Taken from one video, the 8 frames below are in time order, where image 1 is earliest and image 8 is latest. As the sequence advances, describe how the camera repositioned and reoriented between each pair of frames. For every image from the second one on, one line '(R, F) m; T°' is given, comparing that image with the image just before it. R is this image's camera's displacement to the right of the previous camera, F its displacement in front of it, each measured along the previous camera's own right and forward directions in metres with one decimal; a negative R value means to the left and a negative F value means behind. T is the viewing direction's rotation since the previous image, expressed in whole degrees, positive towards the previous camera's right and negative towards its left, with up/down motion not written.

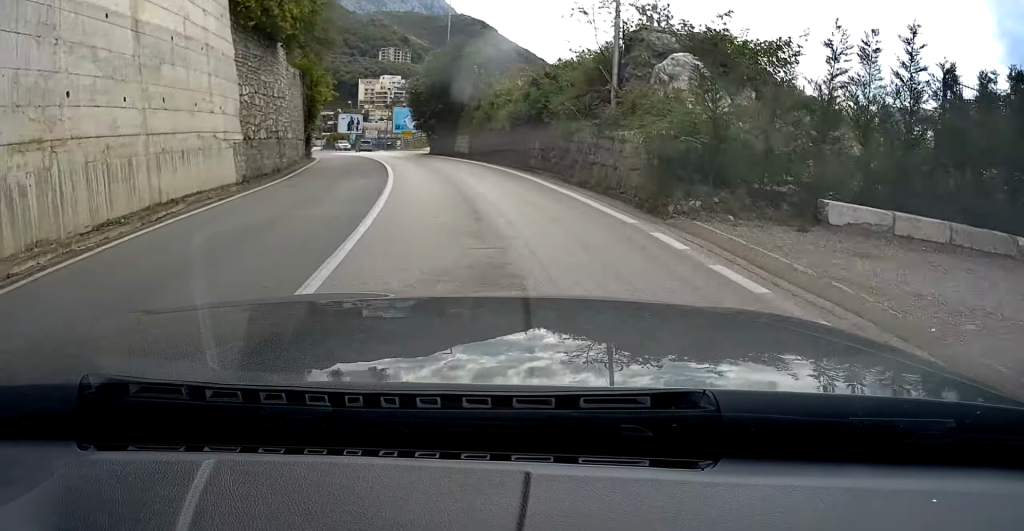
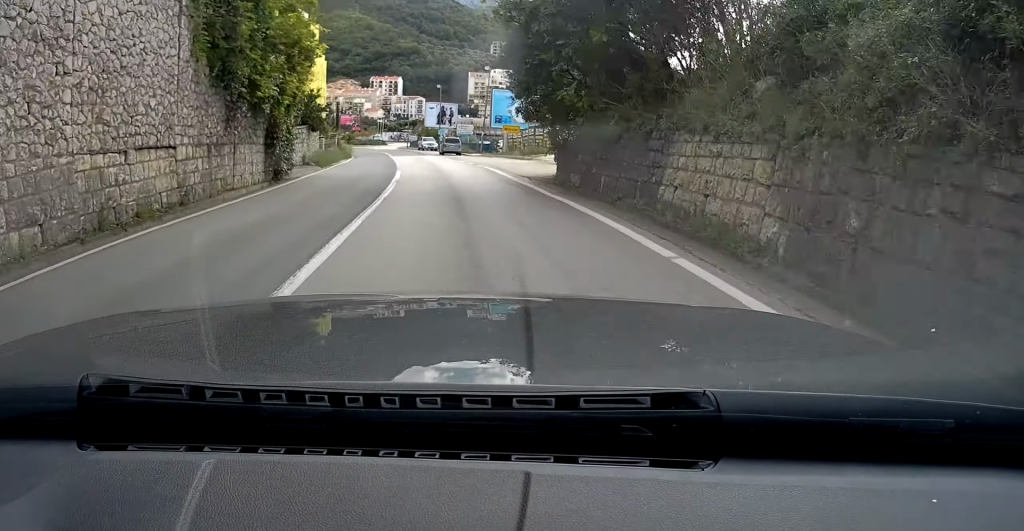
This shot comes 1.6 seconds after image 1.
(-2.6, +27.2) m; -9°
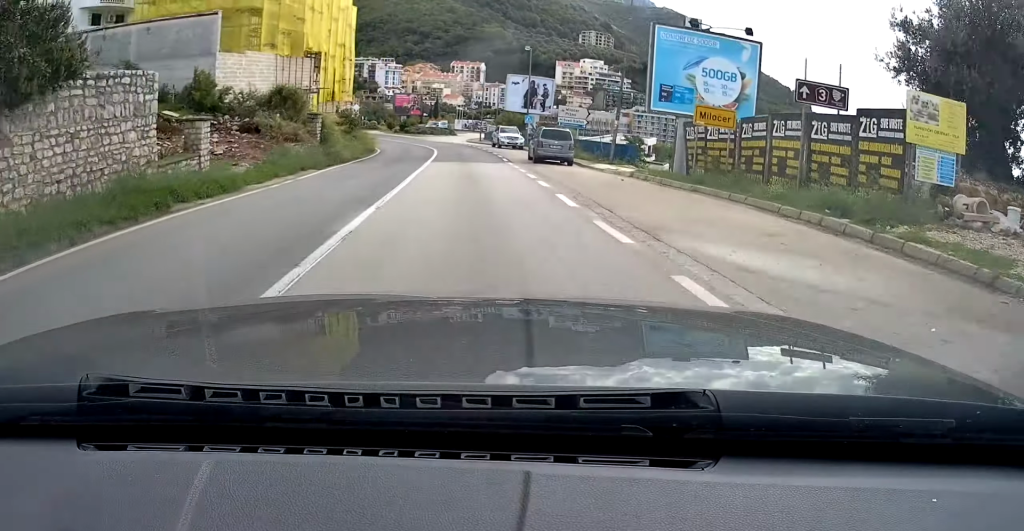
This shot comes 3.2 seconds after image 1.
(-2.2, +29.5) m; -7°
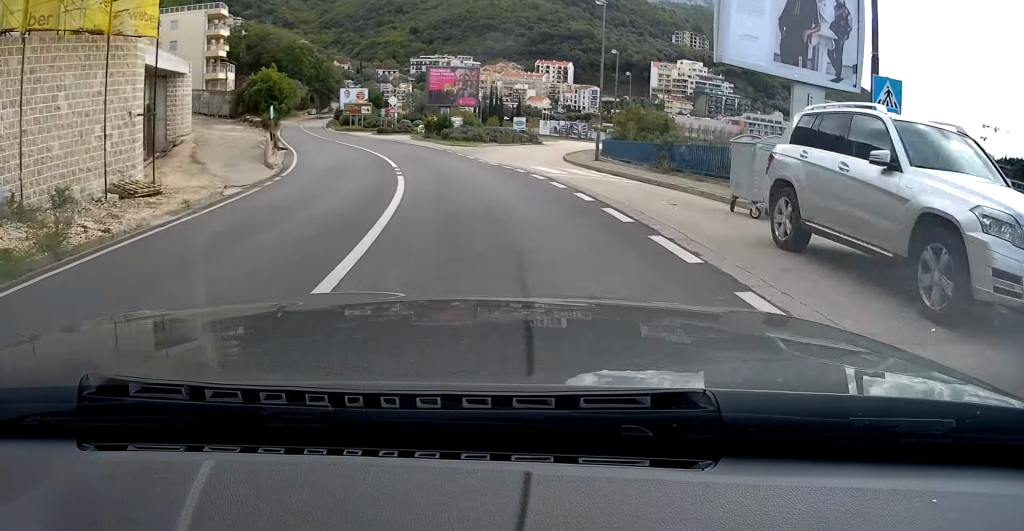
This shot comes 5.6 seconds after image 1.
(-3.4, +43.2) m; -11°
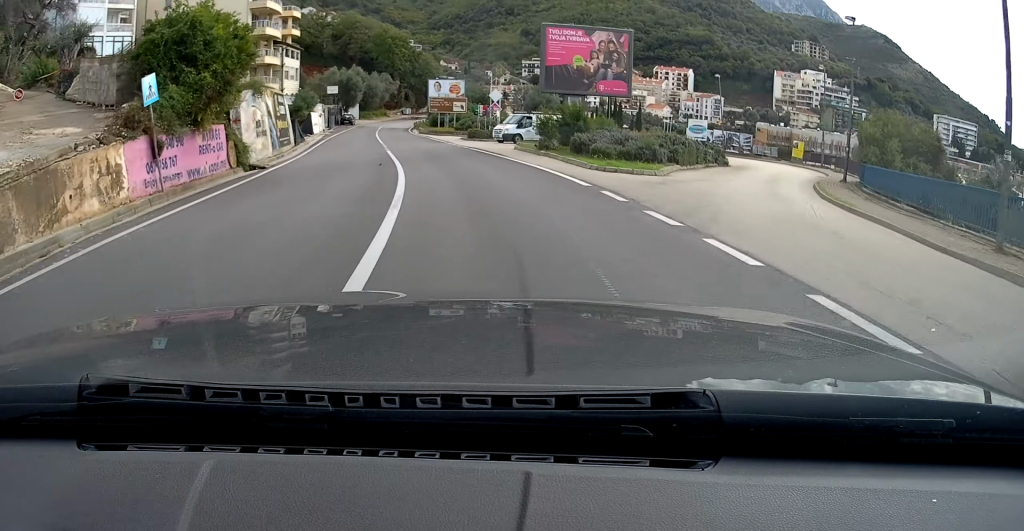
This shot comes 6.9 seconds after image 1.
(-0.6, +22.3) m; -7°
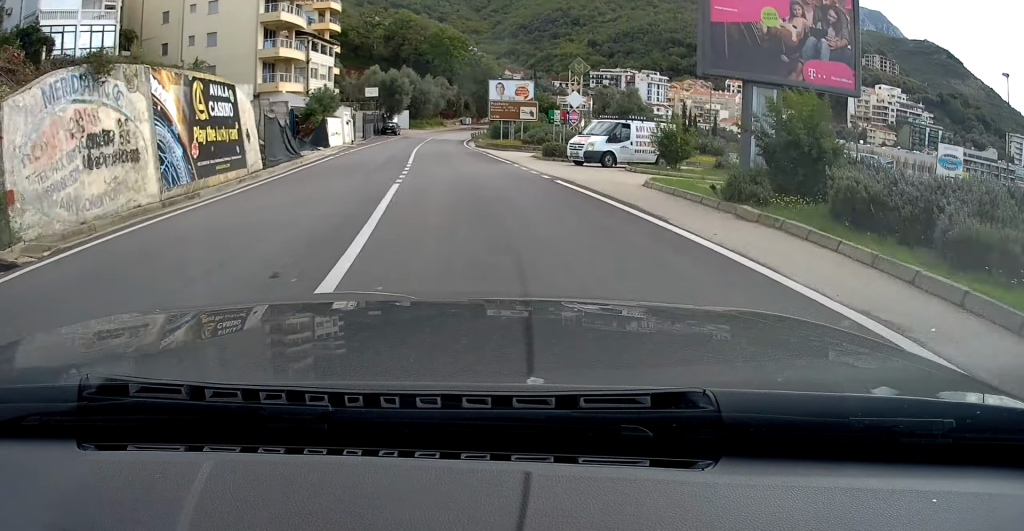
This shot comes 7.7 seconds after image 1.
(-1.6, +15.4) m; -4°
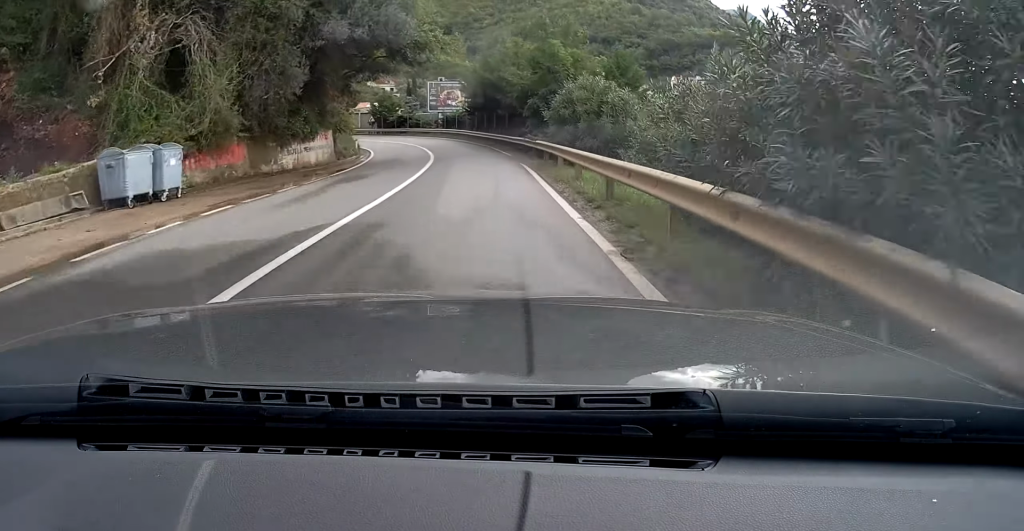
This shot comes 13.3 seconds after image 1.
(-3.9, +104.1) m; +3°
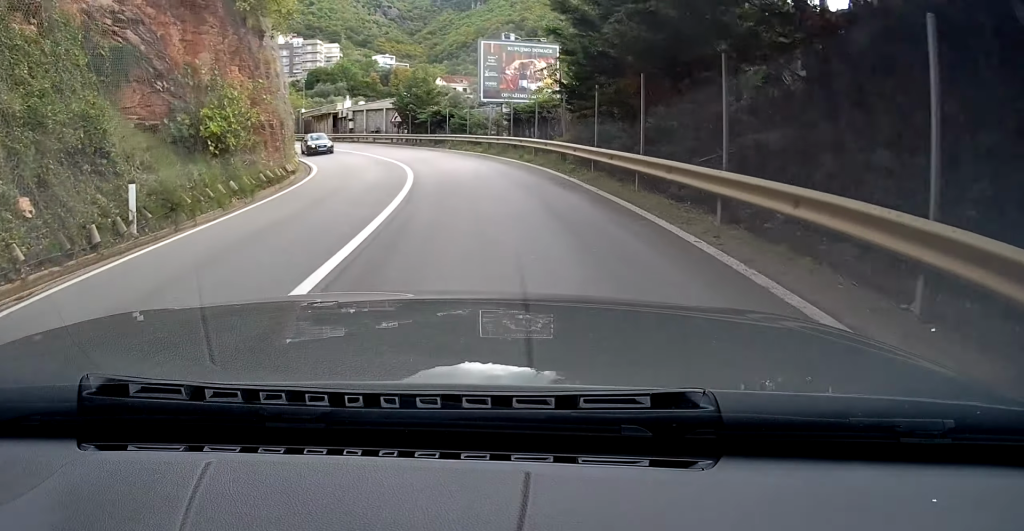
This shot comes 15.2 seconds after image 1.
(+1.2, +34.4) m; -2°
